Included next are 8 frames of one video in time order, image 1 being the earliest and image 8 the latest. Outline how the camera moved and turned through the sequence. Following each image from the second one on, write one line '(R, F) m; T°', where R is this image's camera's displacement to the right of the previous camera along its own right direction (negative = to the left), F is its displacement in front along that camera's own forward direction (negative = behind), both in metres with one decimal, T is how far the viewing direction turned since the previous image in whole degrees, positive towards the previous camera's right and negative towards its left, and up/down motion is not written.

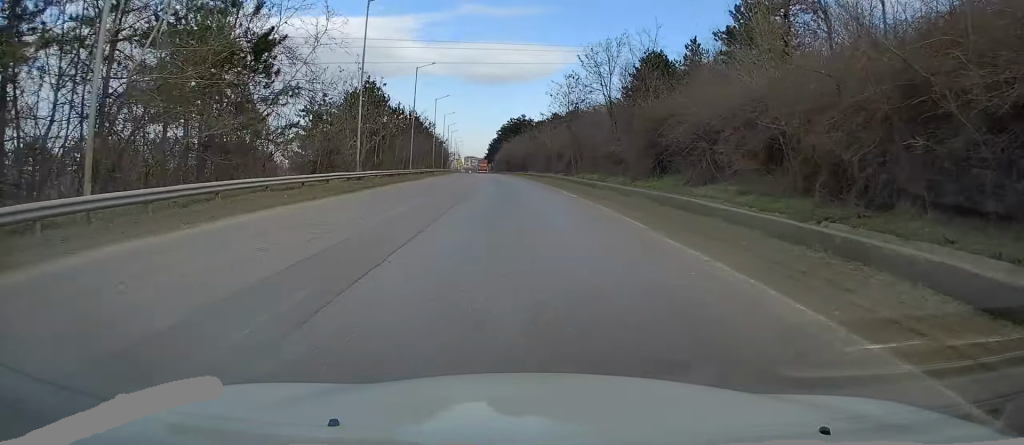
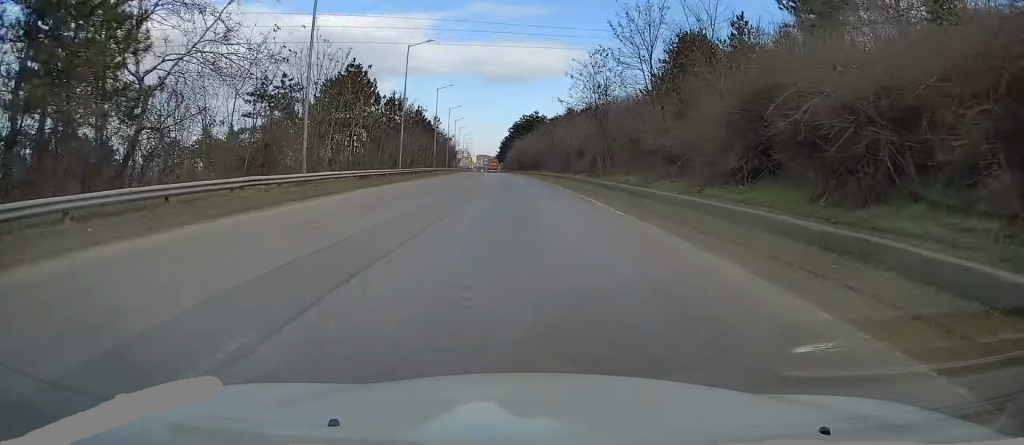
(-0.2, +10.7) m; -1°
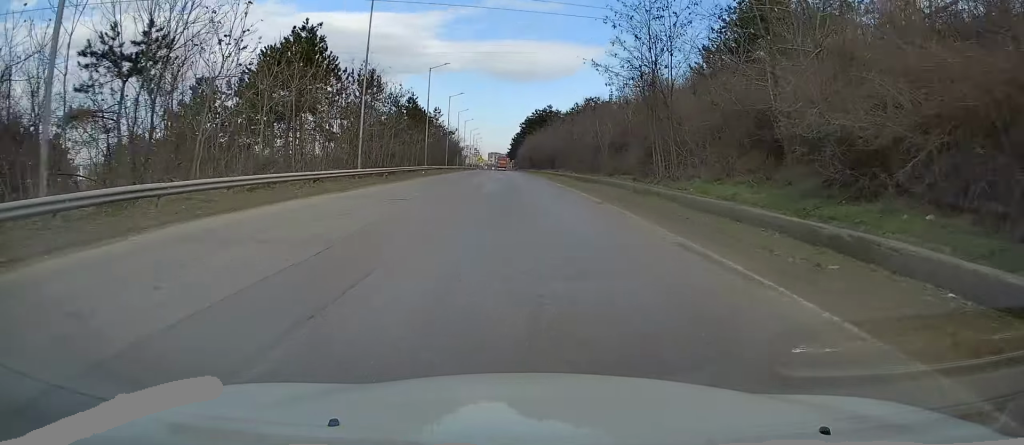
(-0.2, +15.6) m; -1°
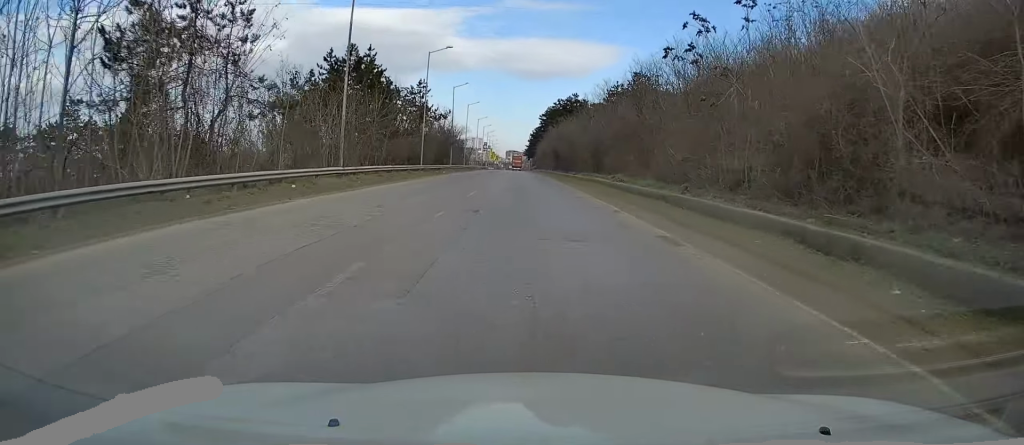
(-0.7, +34.3) m; -2°
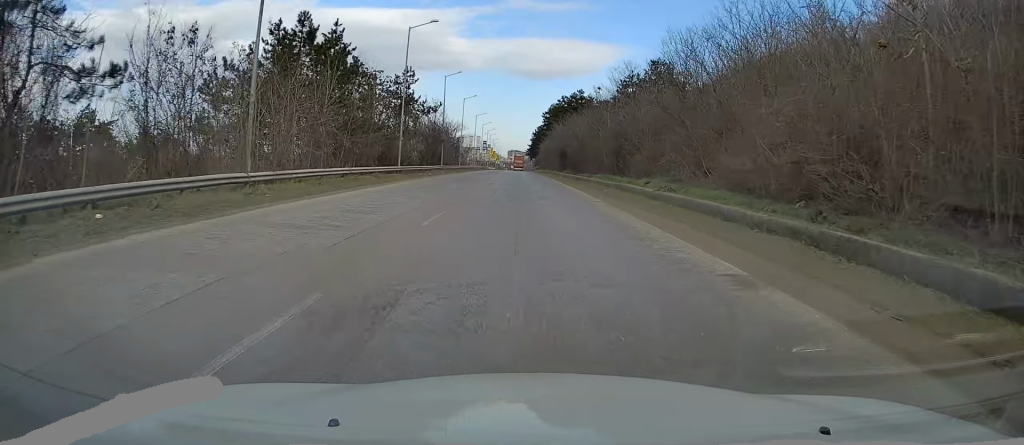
(-0.2, +10.6) m; 0°
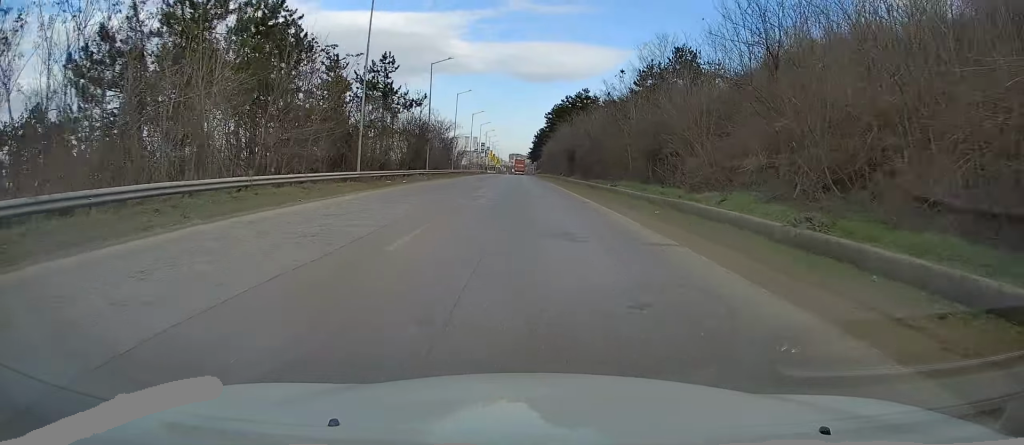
(0.0, +11.3) m; 0°
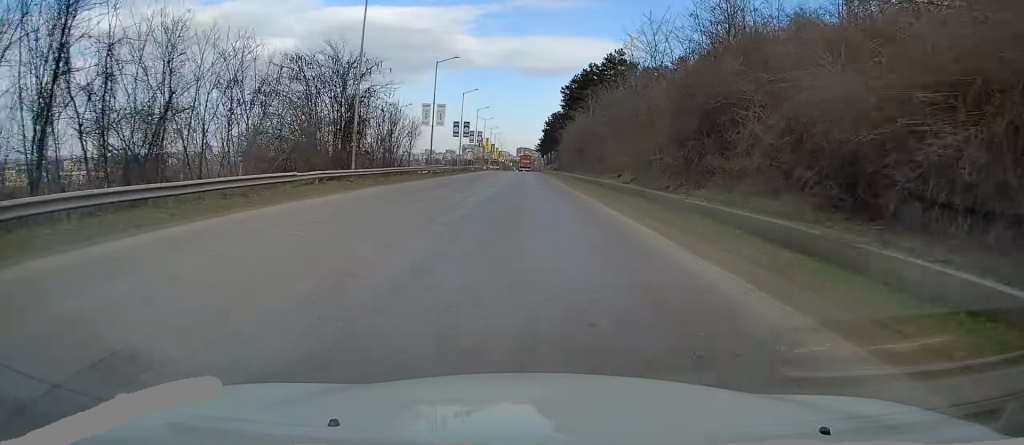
(-0.5, +50.2) m; -1°
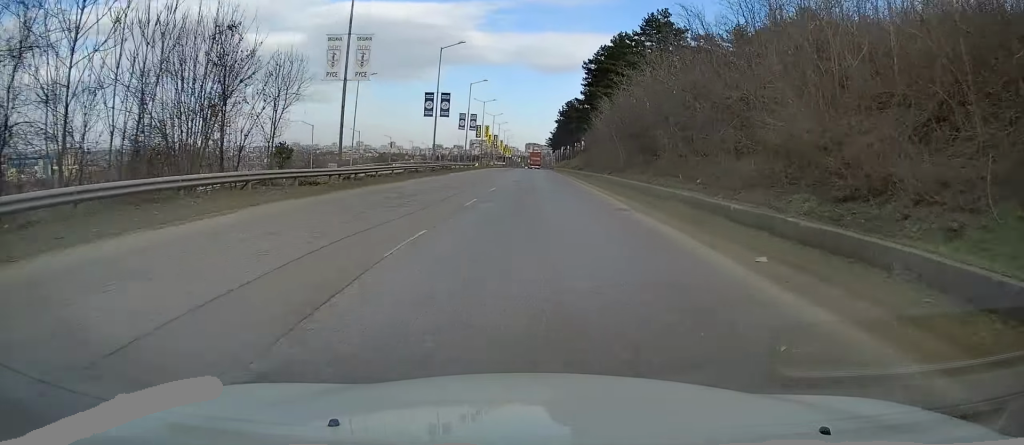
(+0.1, +30.5) m; 0°
